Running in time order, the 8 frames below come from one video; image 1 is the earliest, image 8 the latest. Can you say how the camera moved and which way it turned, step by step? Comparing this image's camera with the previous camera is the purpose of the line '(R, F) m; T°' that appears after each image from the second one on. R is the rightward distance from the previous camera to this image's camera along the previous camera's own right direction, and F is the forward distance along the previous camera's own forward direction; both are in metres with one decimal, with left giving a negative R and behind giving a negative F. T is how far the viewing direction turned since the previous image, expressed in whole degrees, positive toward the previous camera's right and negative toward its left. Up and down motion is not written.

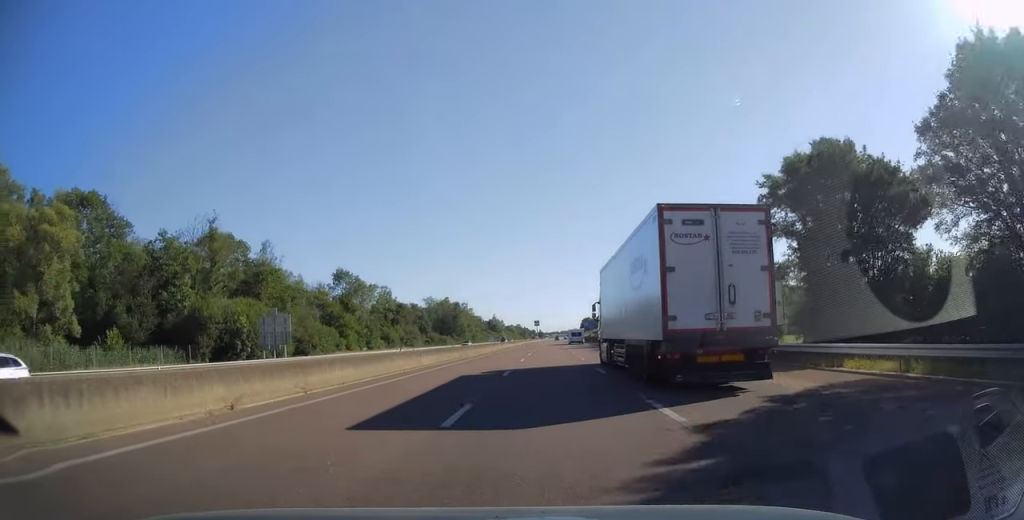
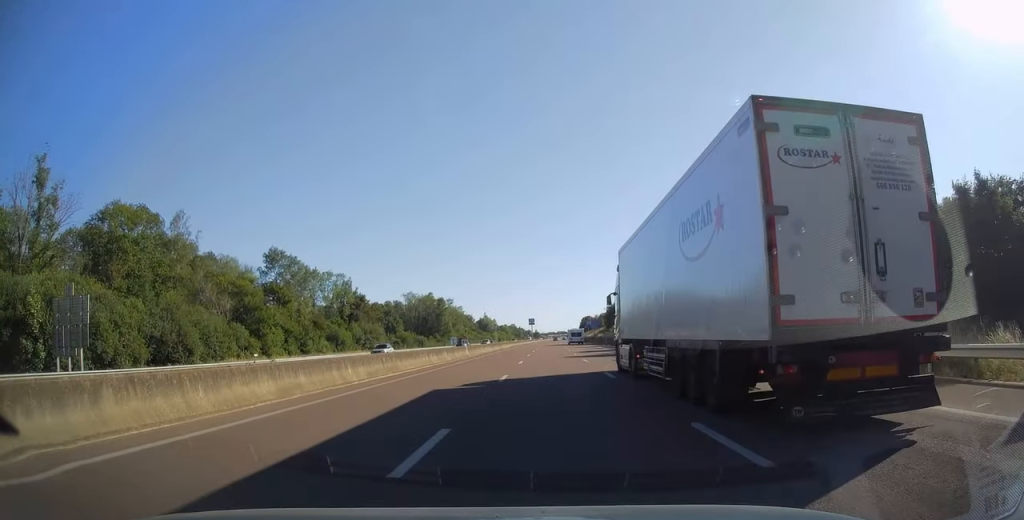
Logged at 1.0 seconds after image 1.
(+0.2, +29.4) m; 0°
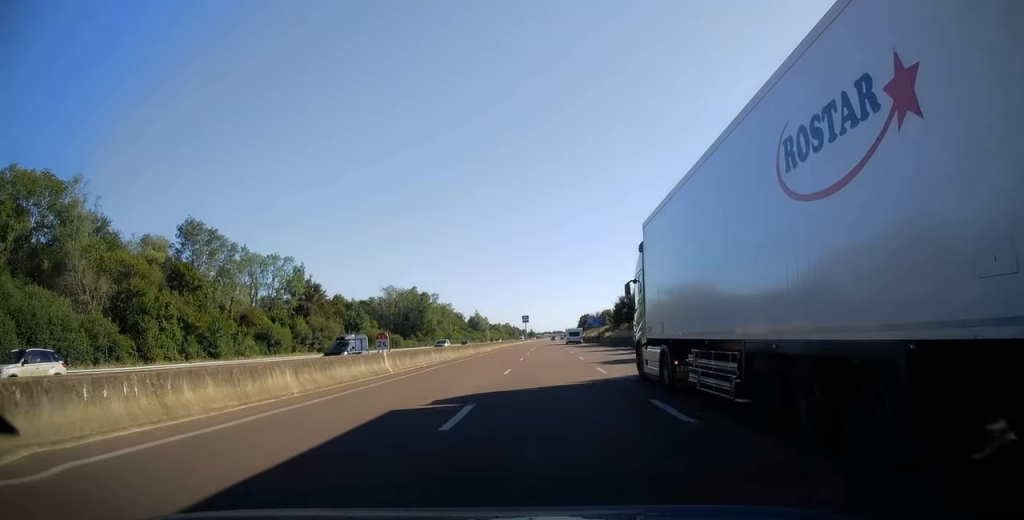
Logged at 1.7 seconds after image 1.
(+0.1, +23.2) m; 0°
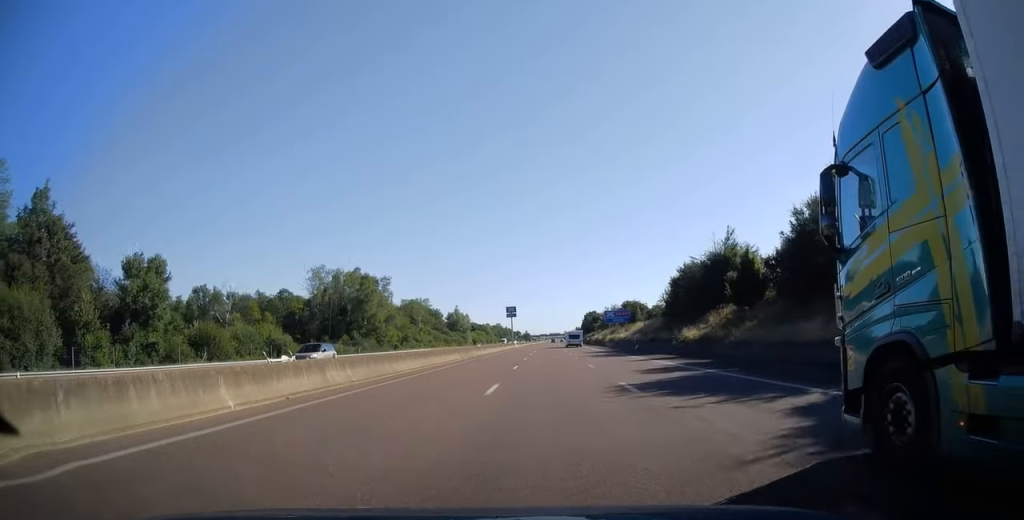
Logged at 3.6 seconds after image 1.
(+0.3, +59.3) m; +1°
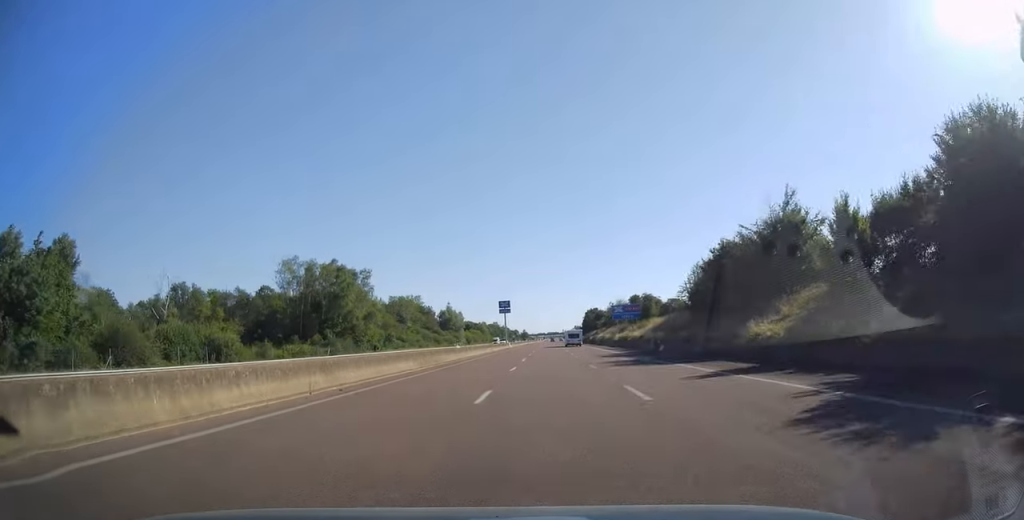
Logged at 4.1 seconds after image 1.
(0.0, +14.9) m; 0°
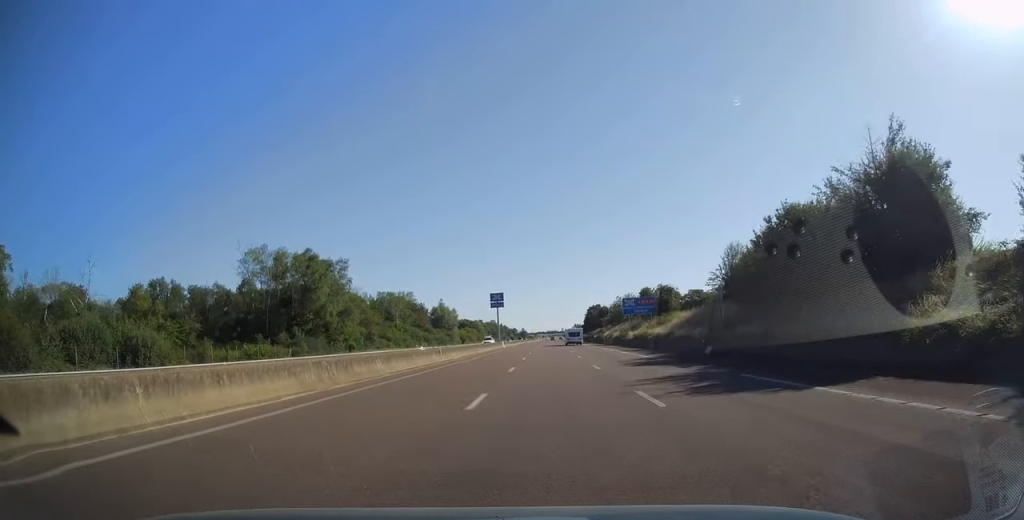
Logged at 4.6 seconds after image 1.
(0.0, +14.4) m; 0°
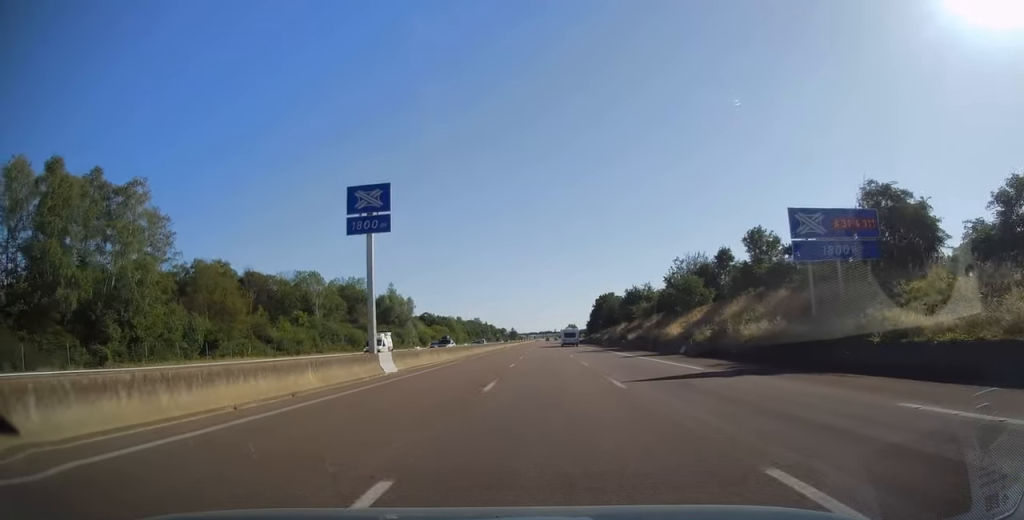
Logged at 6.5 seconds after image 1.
(+0.2, +60.5) m; 0°
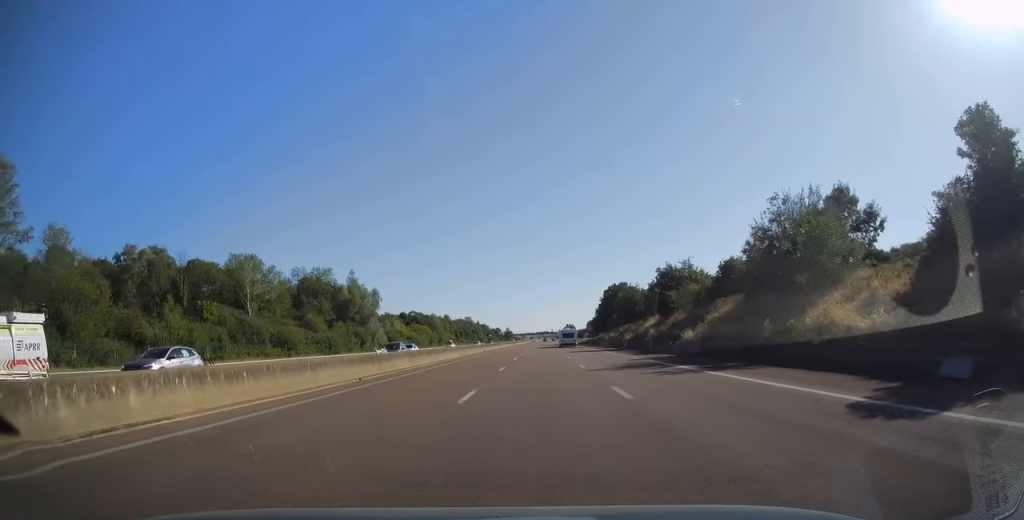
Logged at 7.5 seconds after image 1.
(+0.1, +28.8) m; 0°
